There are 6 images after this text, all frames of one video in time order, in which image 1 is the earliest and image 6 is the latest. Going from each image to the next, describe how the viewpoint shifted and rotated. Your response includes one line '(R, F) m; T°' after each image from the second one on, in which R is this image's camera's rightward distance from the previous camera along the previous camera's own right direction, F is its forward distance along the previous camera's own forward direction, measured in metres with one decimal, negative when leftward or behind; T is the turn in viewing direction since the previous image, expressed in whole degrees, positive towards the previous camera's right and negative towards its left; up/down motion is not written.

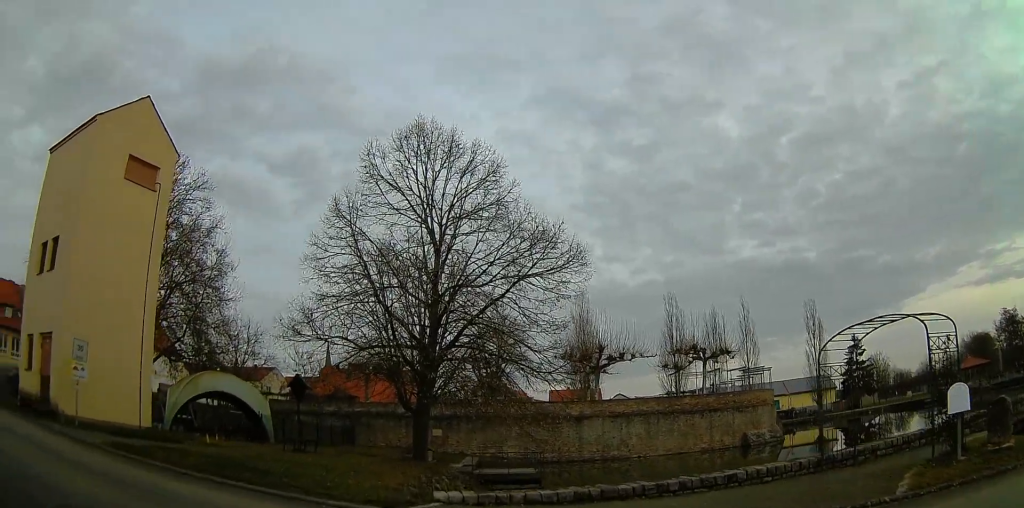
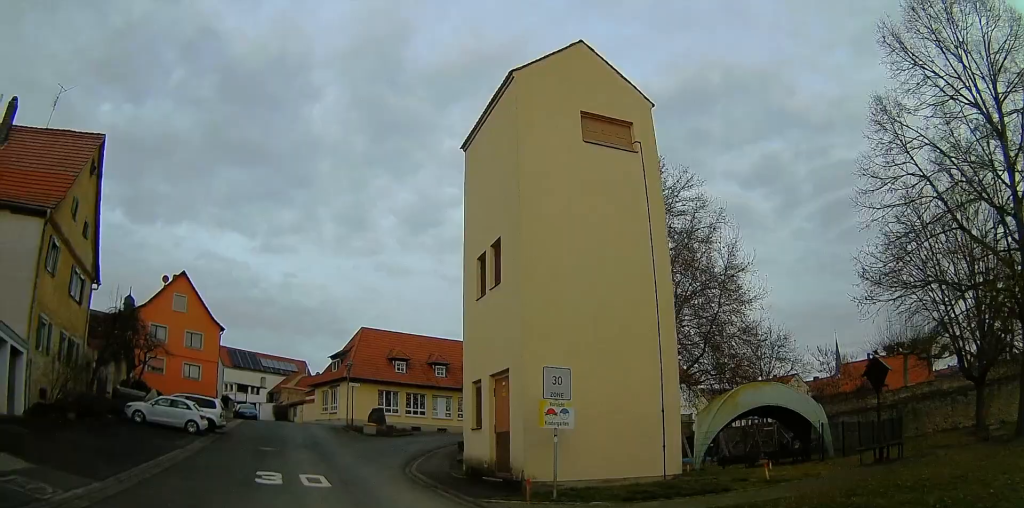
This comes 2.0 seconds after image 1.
(-2.0, +4.3) m; -43°
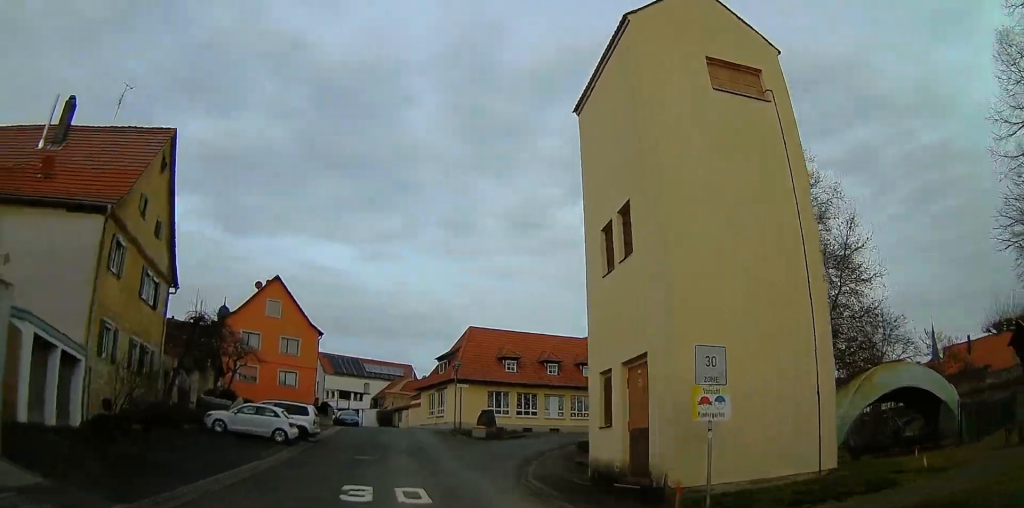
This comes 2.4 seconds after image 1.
(-0.1, +1.6) m; -5°
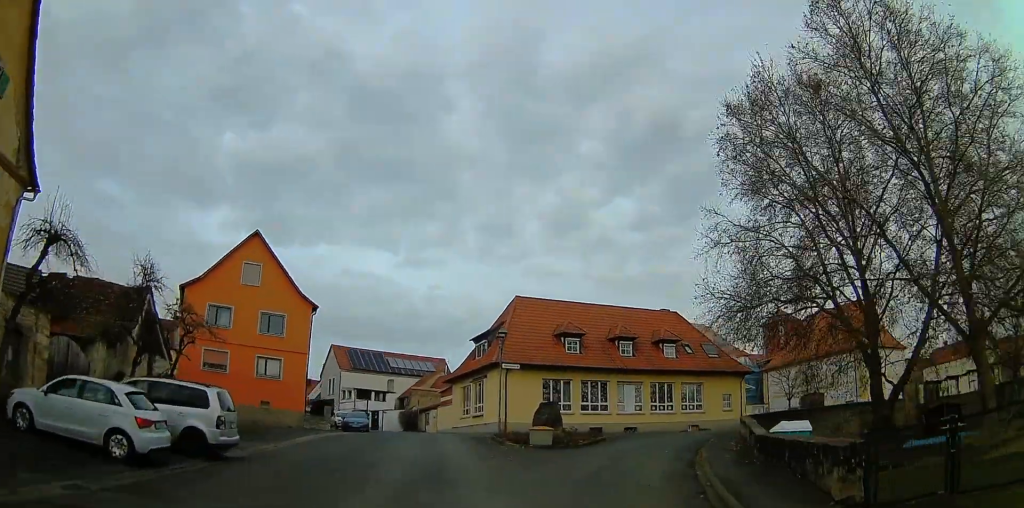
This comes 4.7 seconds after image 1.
(-1.2, +10.3) m; -7°
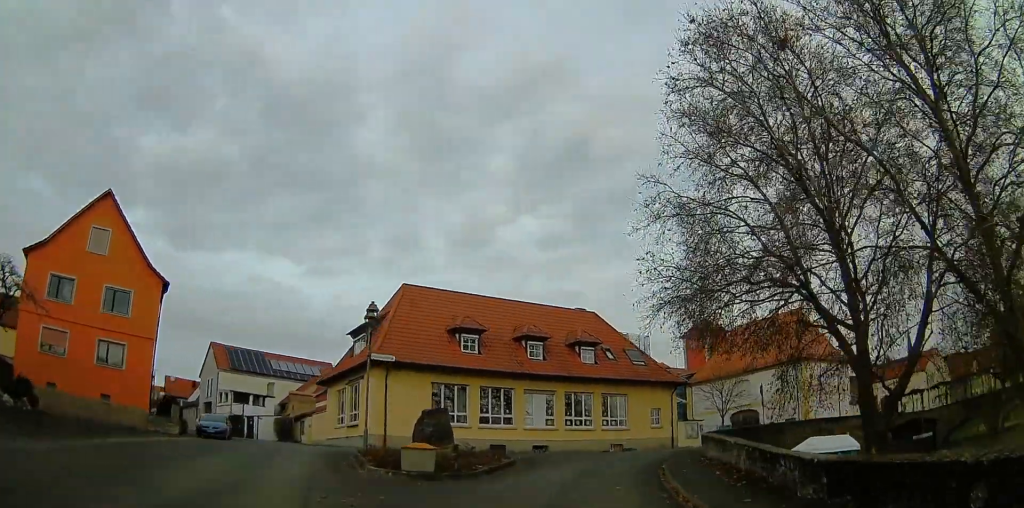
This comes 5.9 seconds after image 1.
(0.0, +6.9) m; +2°
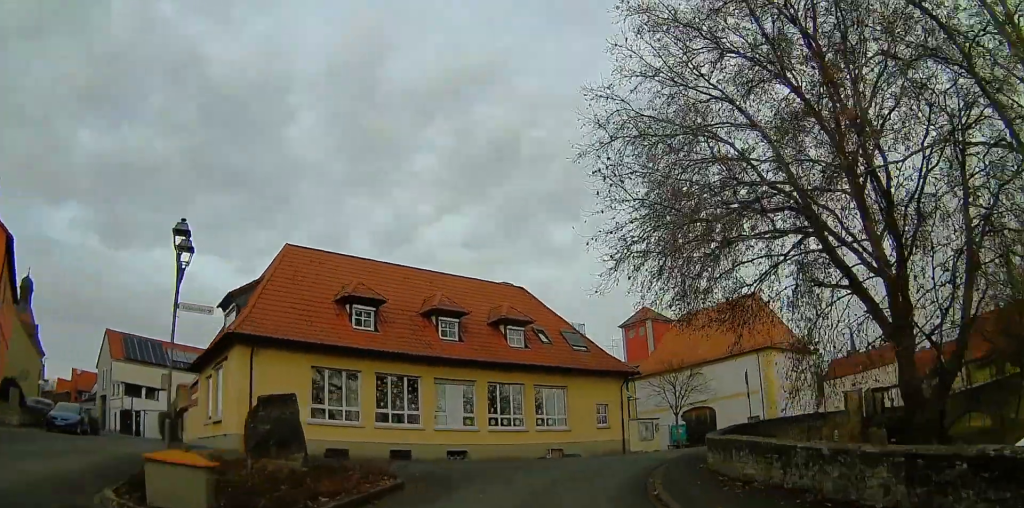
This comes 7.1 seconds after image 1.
(+0.2, +7.2) m; +5°
